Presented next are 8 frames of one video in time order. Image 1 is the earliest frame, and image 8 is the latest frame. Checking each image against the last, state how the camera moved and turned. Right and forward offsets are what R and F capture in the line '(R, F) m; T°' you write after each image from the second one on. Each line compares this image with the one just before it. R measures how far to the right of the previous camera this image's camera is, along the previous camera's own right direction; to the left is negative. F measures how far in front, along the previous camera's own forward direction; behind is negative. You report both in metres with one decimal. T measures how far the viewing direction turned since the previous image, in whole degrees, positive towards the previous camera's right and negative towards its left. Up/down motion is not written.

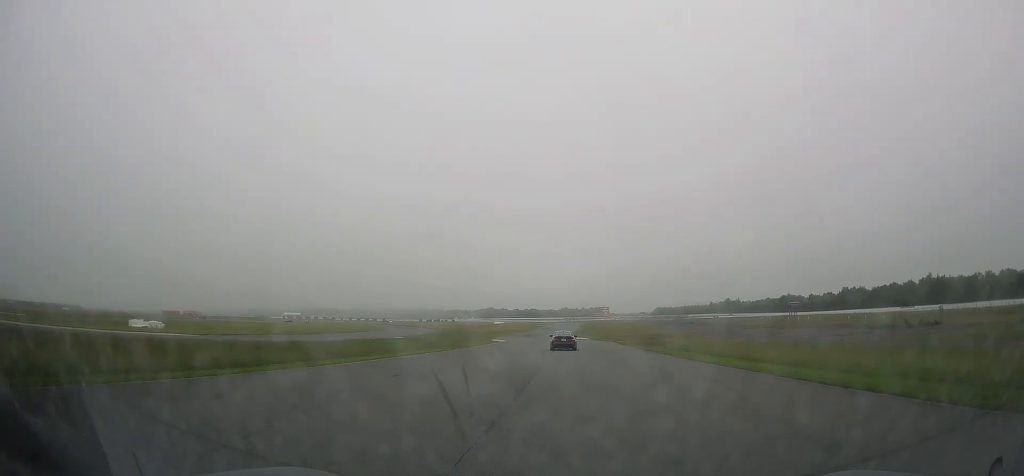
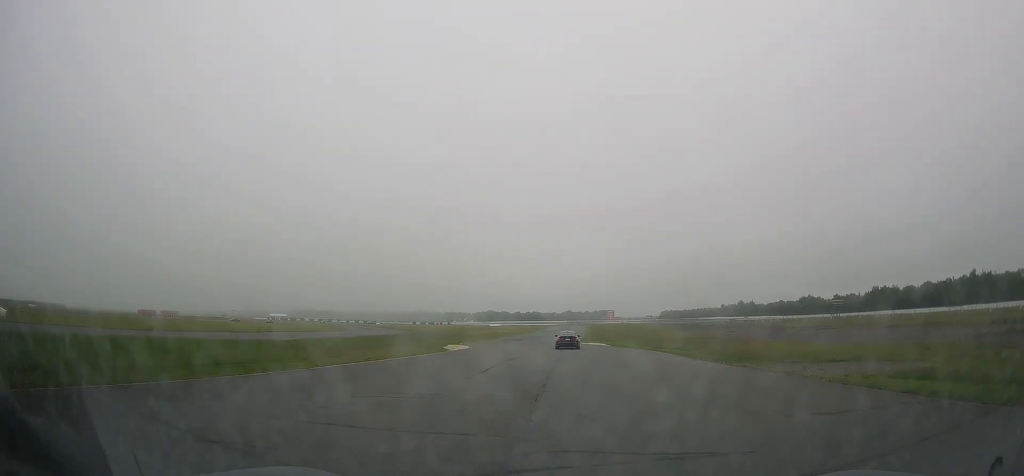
(-0.2, +32.2) m; 0°
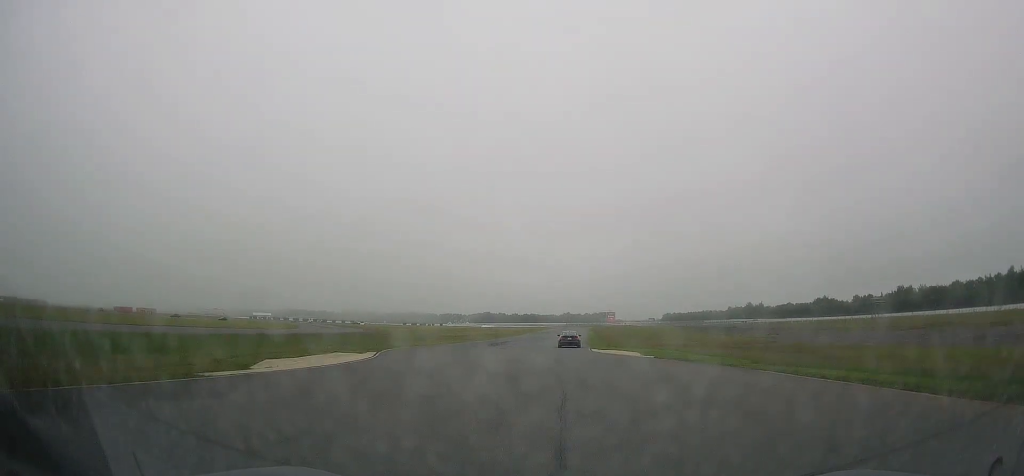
(0.0, +26.2) m; 0°
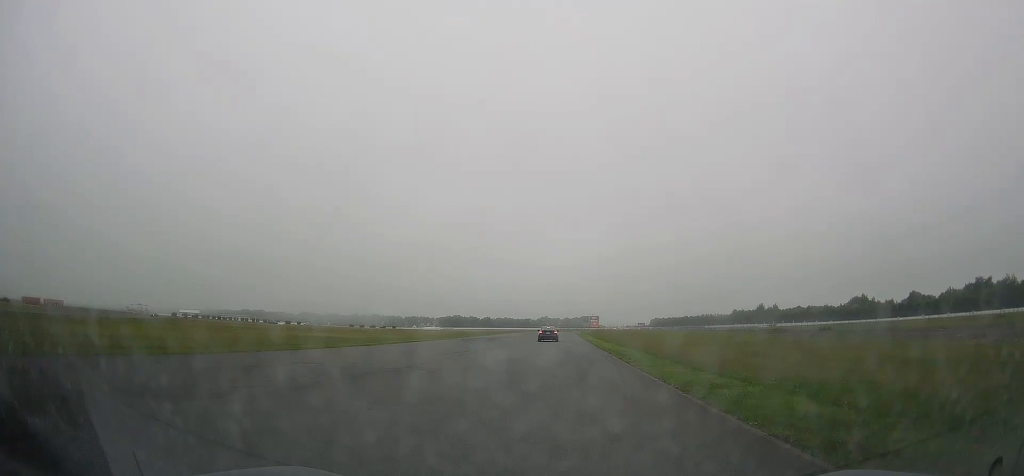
(+1.1, +76.2) m; +1°
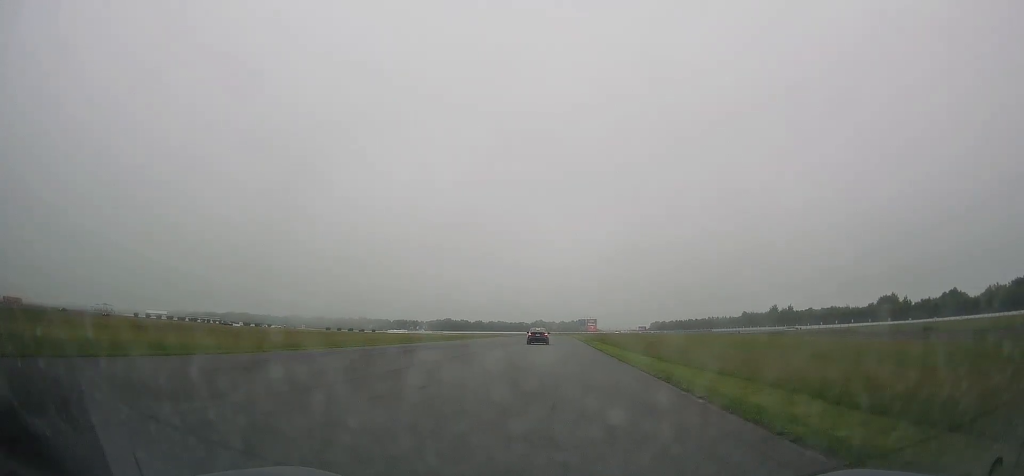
(0.0, +35.1) m; 0°
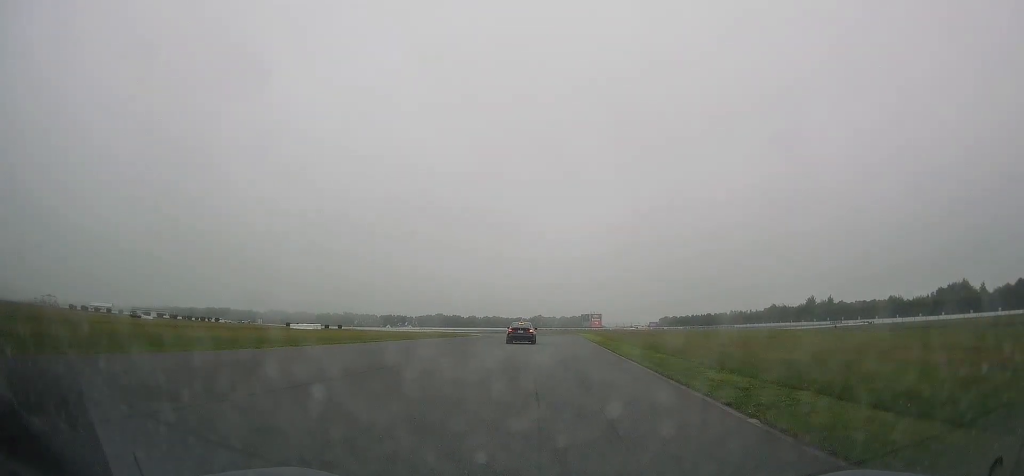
(+0.3, +57.9) m; 0°
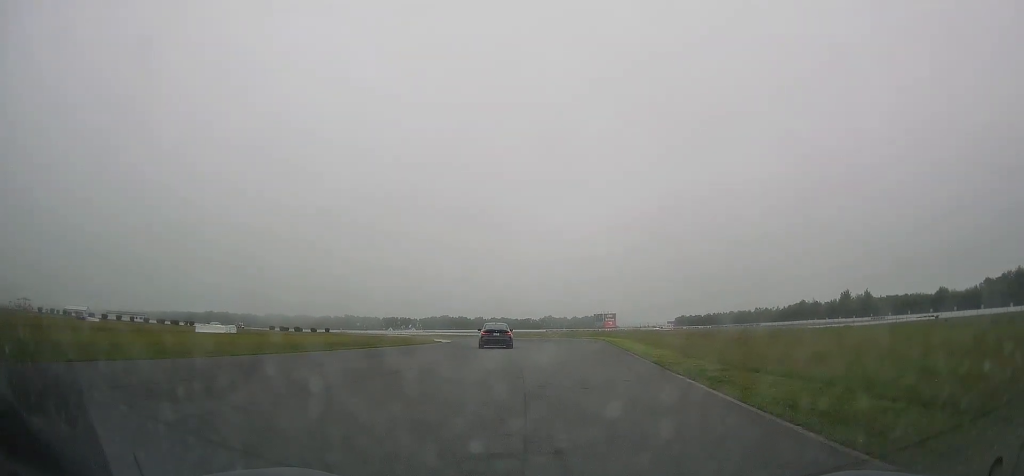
(-0.1, +33.1) m; -1°
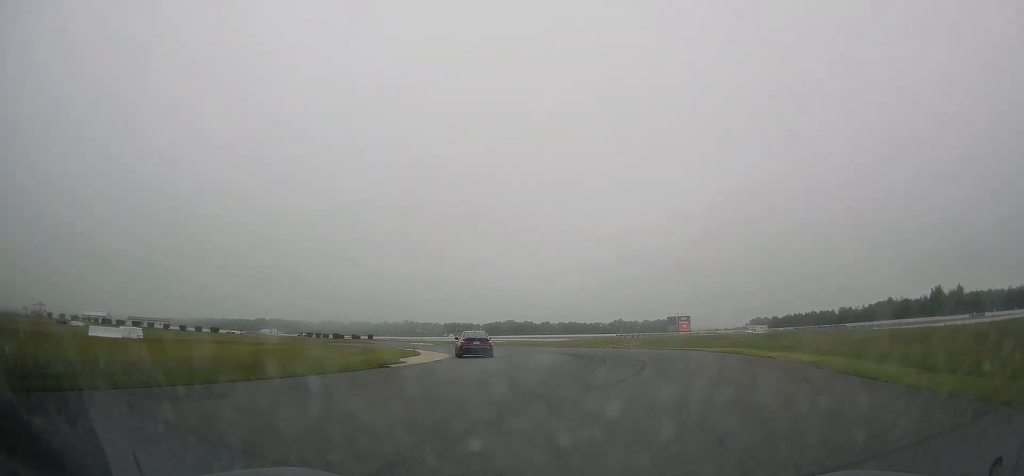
(-0.8, +31.8) m; -6°
